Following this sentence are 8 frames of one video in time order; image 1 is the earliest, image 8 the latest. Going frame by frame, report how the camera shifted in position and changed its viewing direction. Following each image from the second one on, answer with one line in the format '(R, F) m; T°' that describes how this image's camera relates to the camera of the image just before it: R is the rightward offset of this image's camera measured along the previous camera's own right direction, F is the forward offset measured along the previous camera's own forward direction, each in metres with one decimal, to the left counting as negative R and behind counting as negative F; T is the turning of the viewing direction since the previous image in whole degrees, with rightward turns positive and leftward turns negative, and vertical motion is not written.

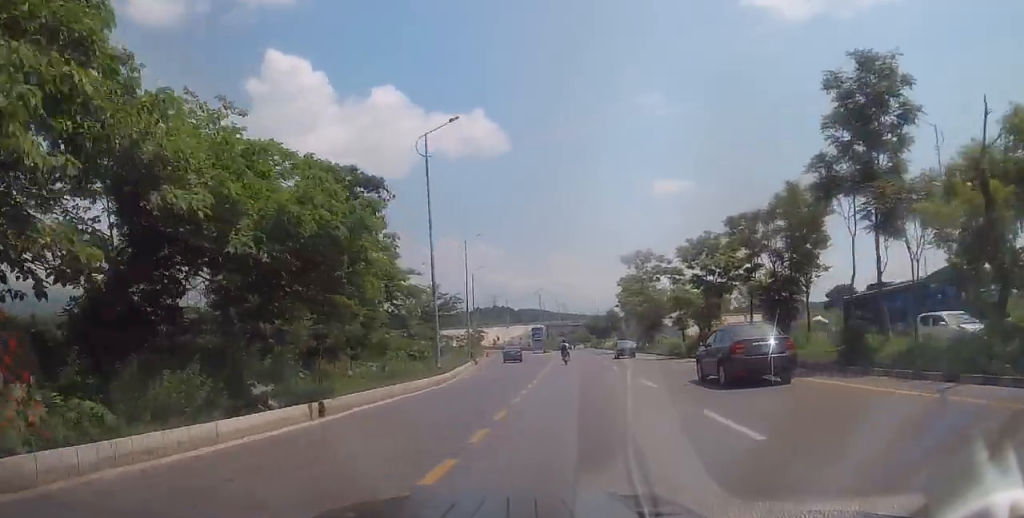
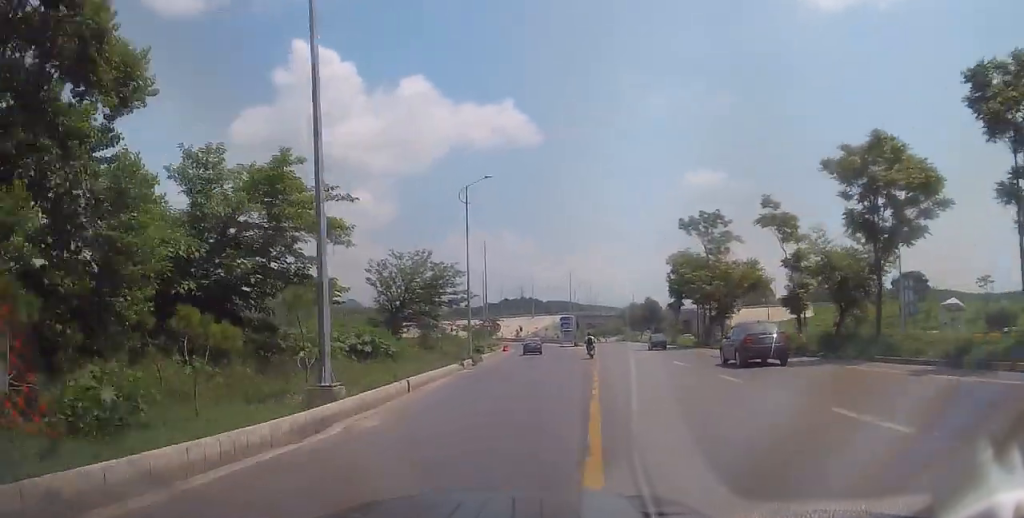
(-0.1, +18.9) m; 0°
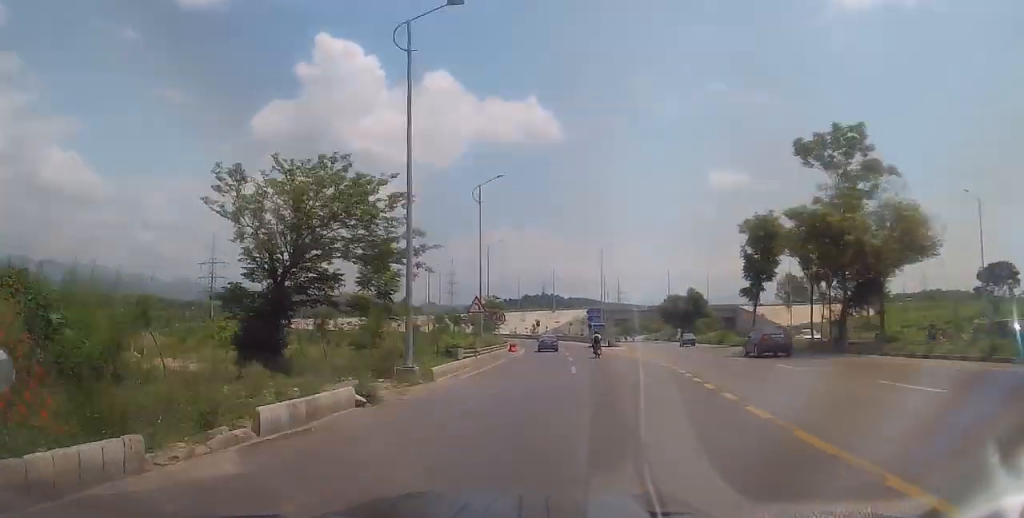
(-0.5, +23.3) m; -3°
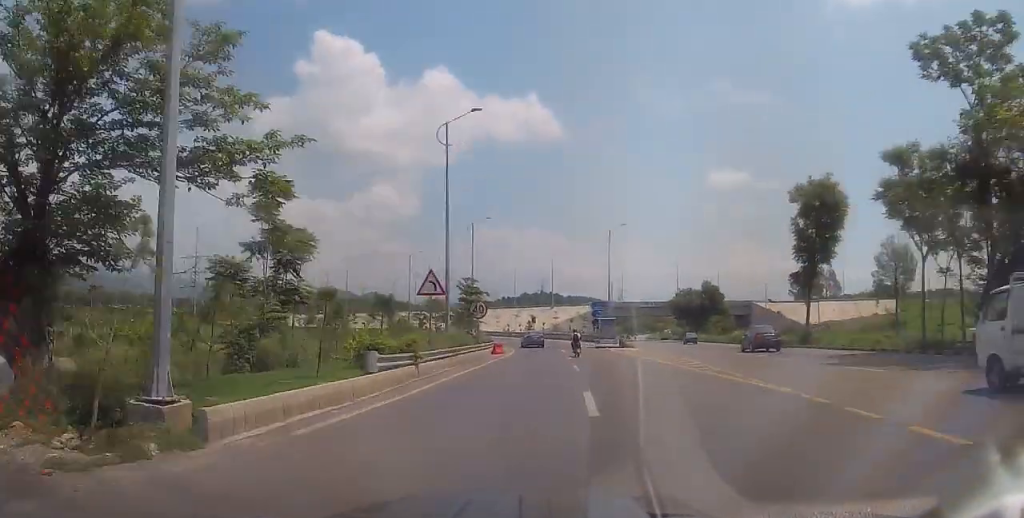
(+0.2, +13.0) m; -1°
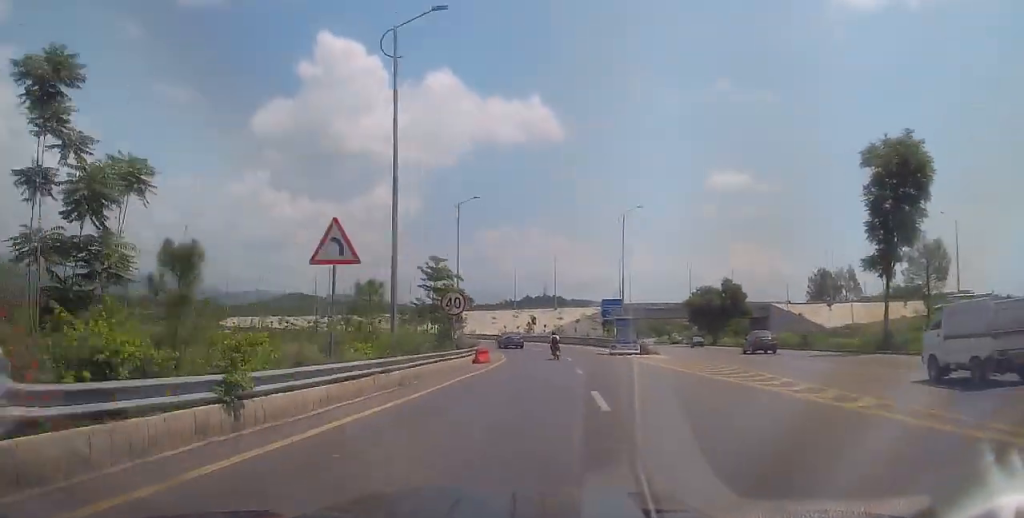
(-0.2, +10.8) m; -1°
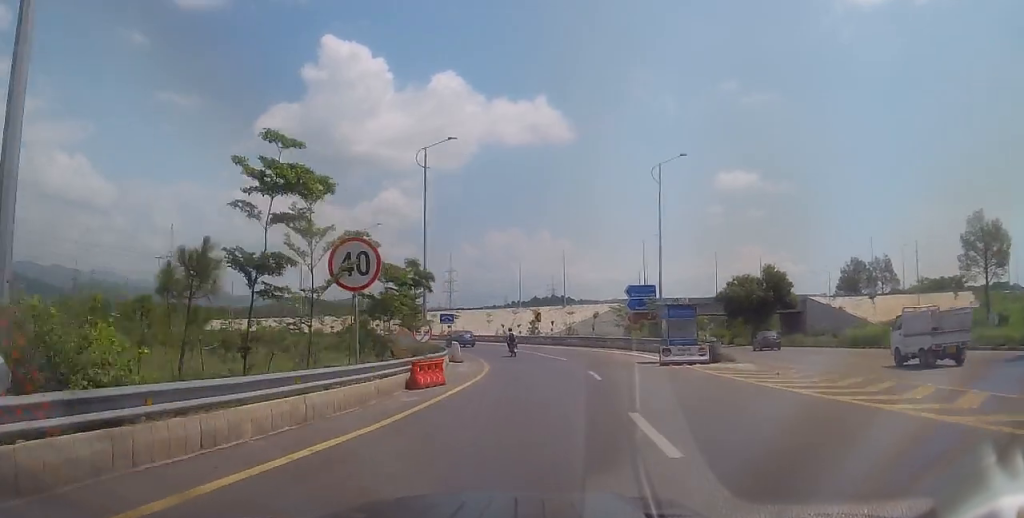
(0.0, +15.9) m; 0°
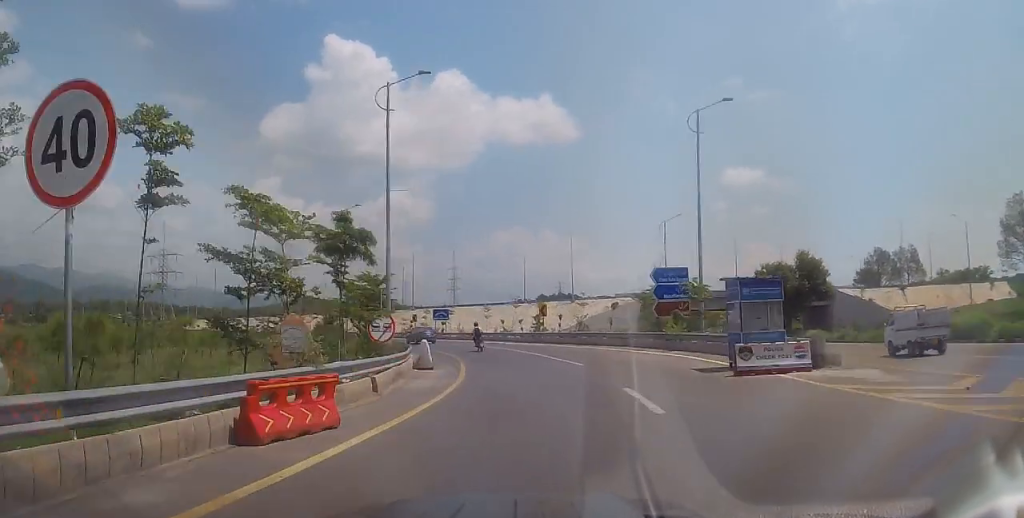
(0.0, +9.2) m; -1°
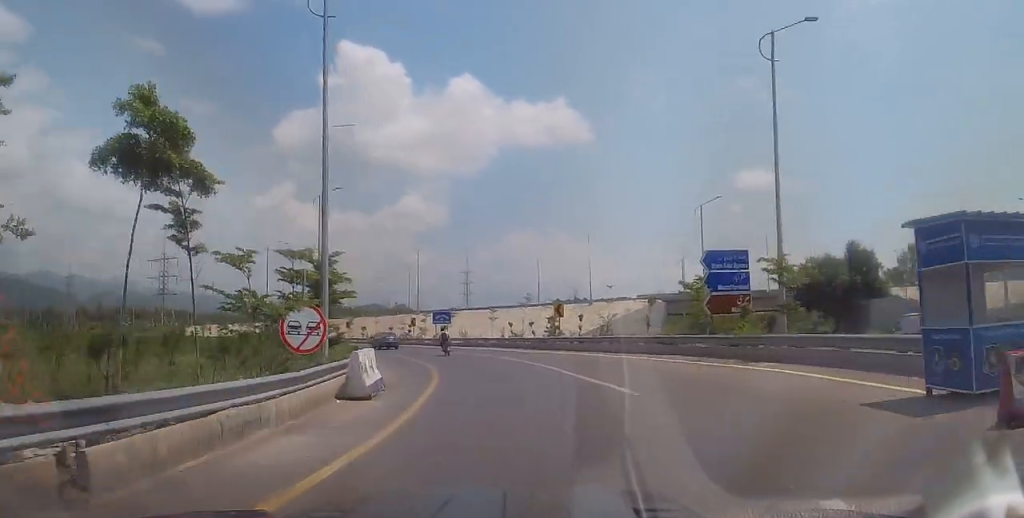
(0.0, +9.1) m; -2°
